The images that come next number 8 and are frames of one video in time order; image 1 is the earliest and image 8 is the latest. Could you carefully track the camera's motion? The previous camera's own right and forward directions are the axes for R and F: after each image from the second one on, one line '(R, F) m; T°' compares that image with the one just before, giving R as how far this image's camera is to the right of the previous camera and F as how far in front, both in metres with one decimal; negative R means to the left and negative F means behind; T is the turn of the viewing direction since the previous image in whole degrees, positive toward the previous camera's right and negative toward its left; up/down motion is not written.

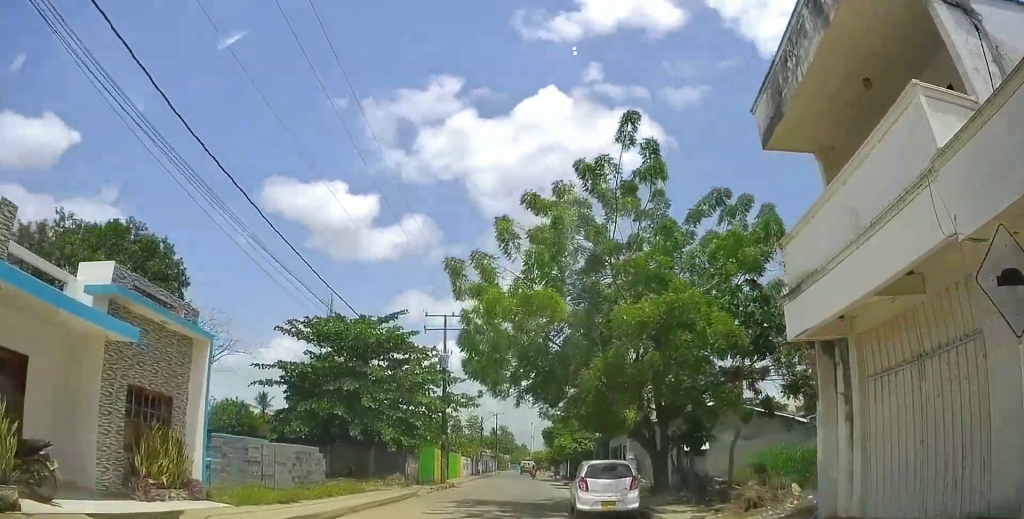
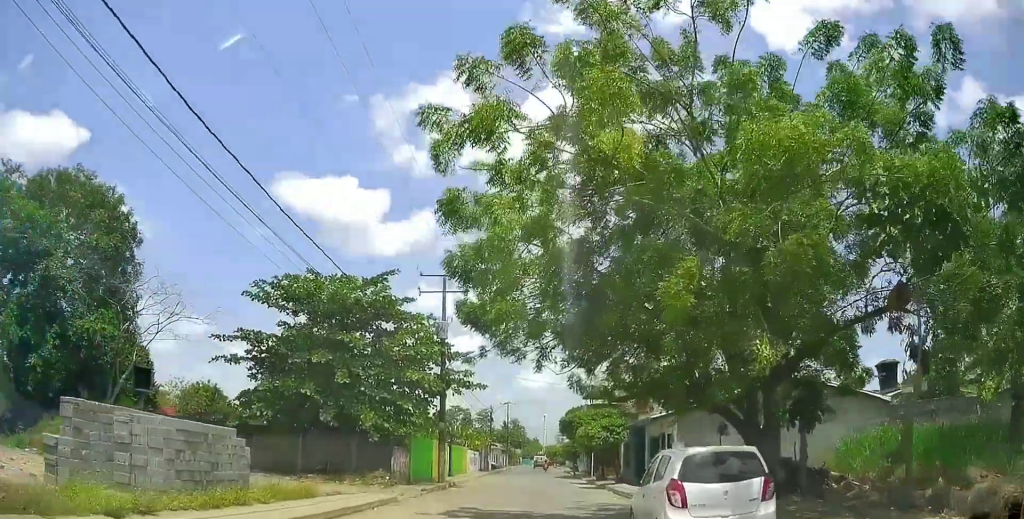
(-0.4, +7.0) m; -6°
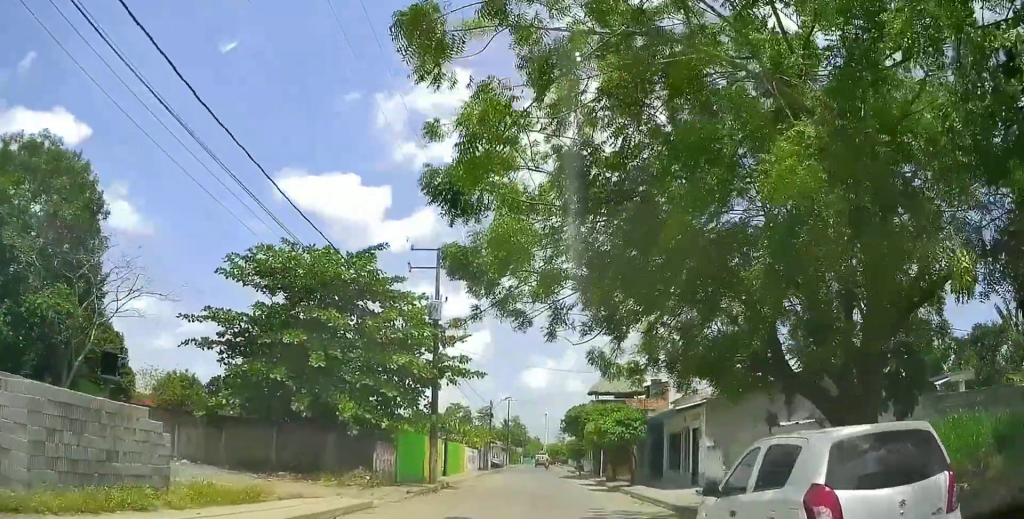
(0.0, +3.8) m; +4°
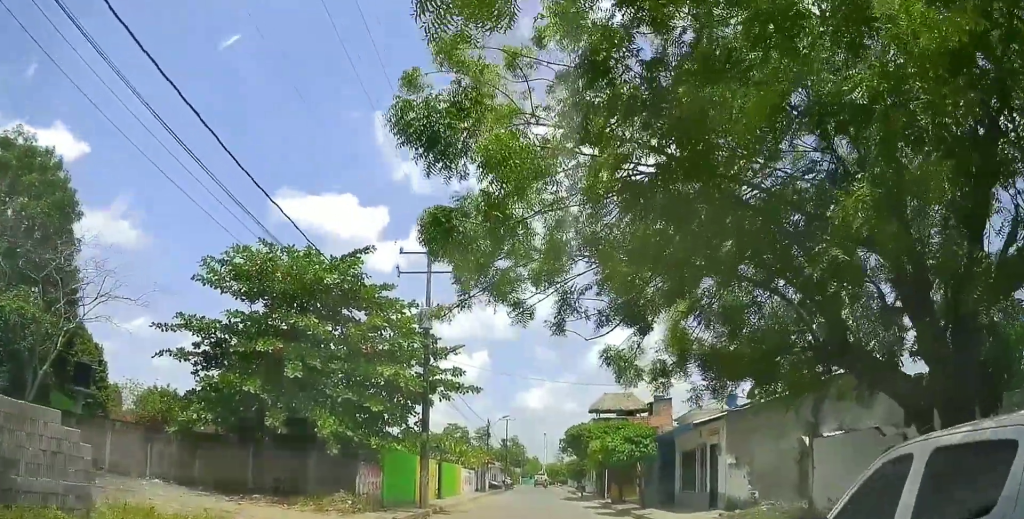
(+0.3, +3.9) m; +7°
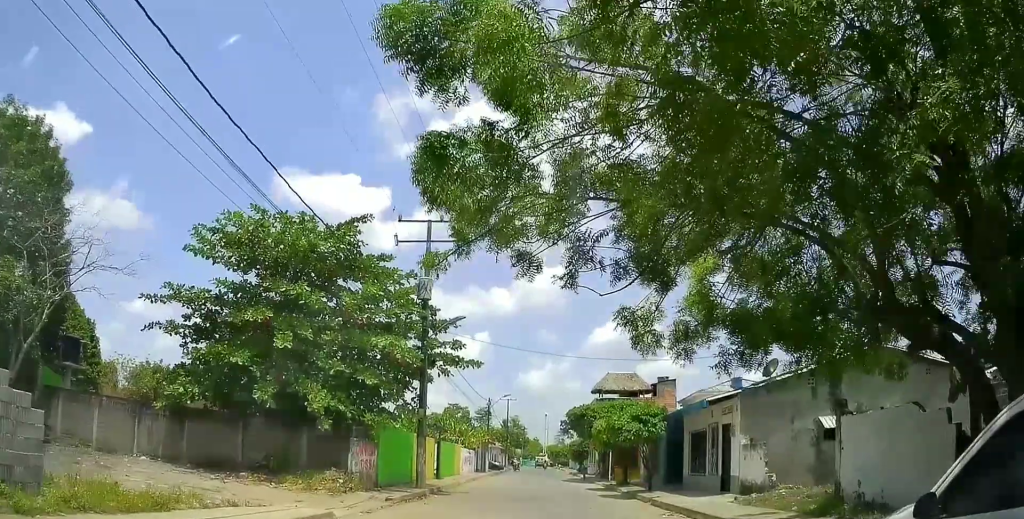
(0.0, +1.4) m; -2°
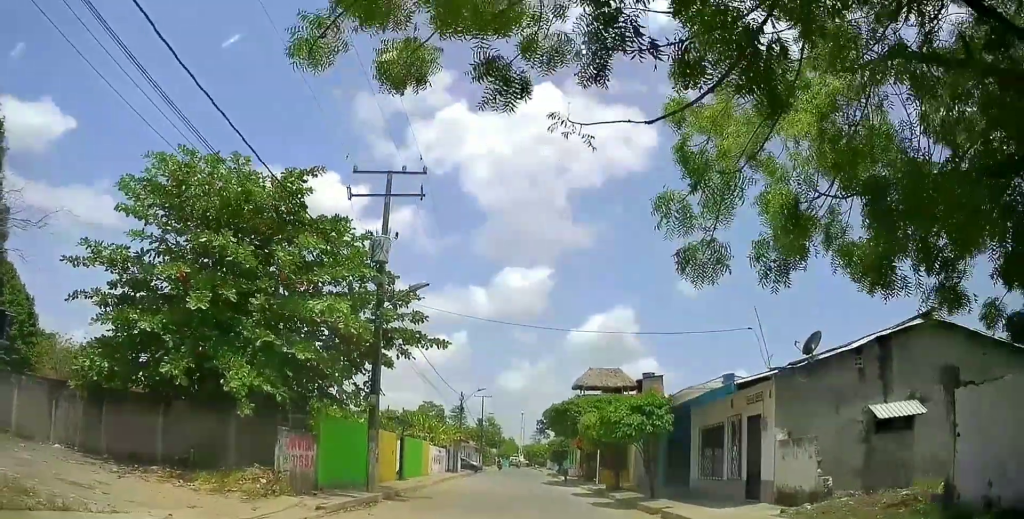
(-0.3, +3.6) m; -7°
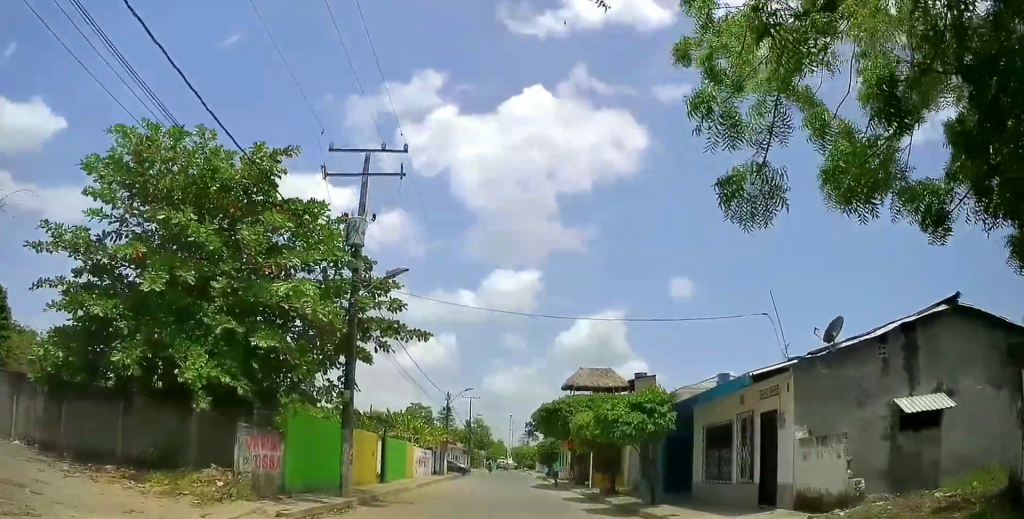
(0.0, +1.5) m; +4°
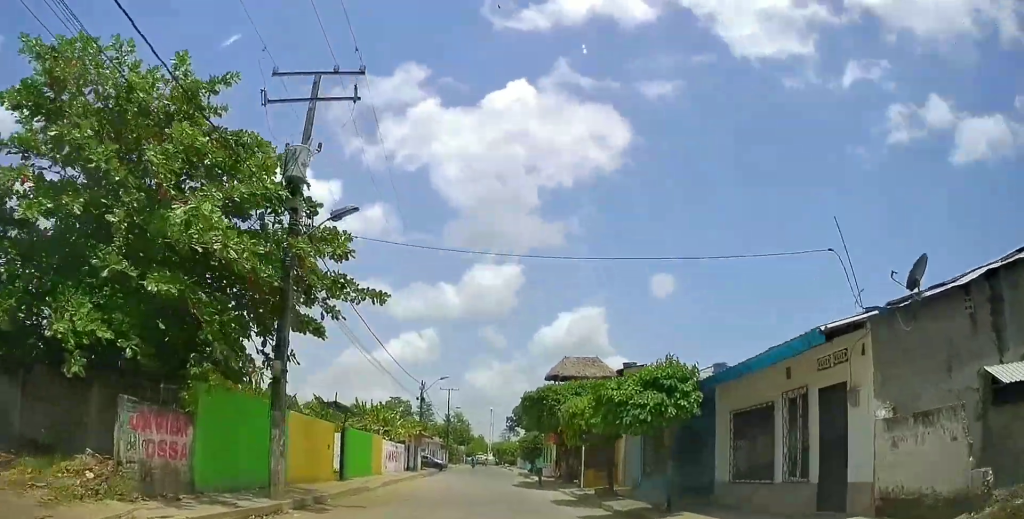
(+0.2, +3.1) m; +3°
